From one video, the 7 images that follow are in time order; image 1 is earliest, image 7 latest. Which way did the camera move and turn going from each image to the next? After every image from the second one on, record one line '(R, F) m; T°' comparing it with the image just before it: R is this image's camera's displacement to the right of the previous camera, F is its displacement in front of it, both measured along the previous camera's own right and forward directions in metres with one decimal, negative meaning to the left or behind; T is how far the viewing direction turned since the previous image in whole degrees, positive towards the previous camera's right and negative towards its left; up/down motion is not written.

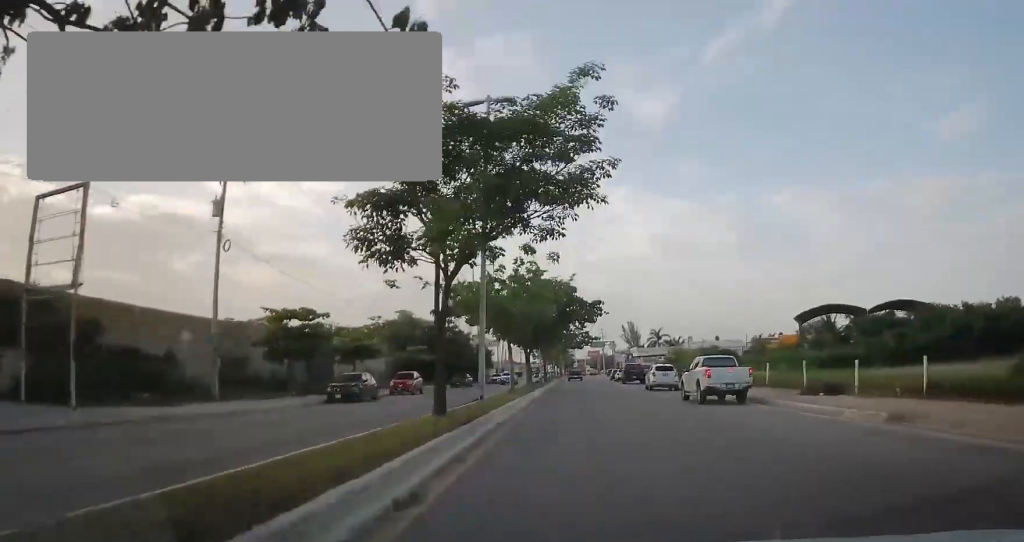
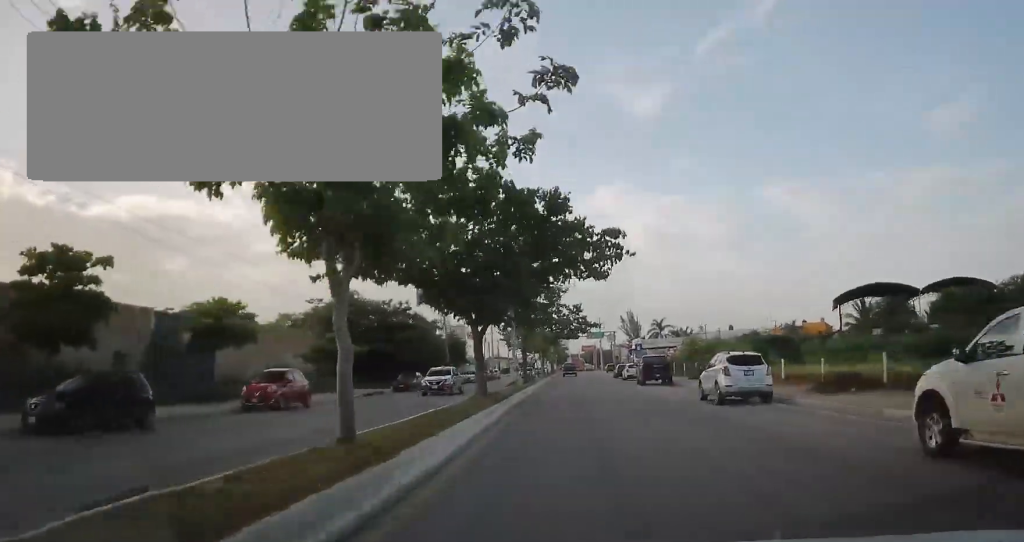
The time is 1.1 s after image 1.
(-0.6, +18.7) m; -1°
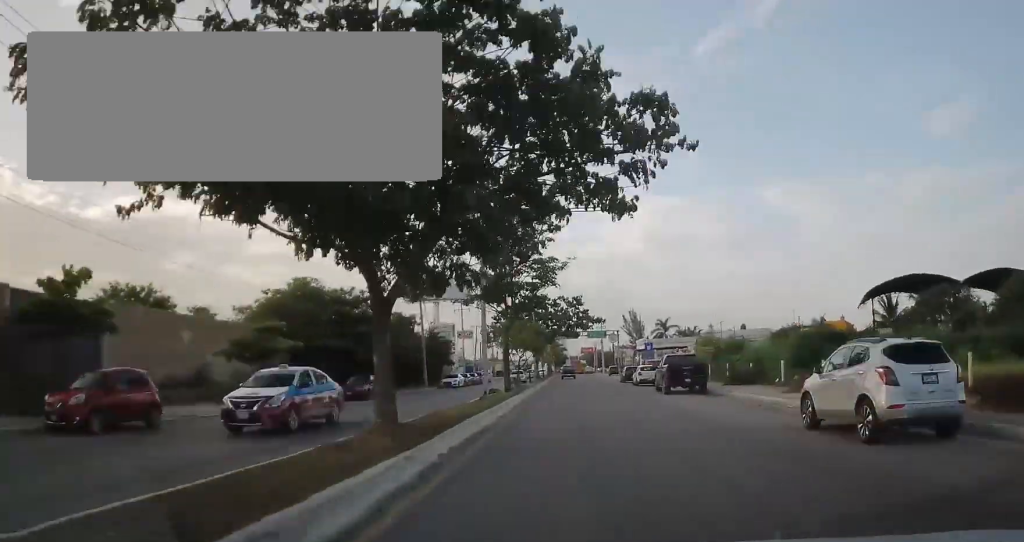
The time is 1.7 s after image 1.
(+0.2, +10.3) m; +1°
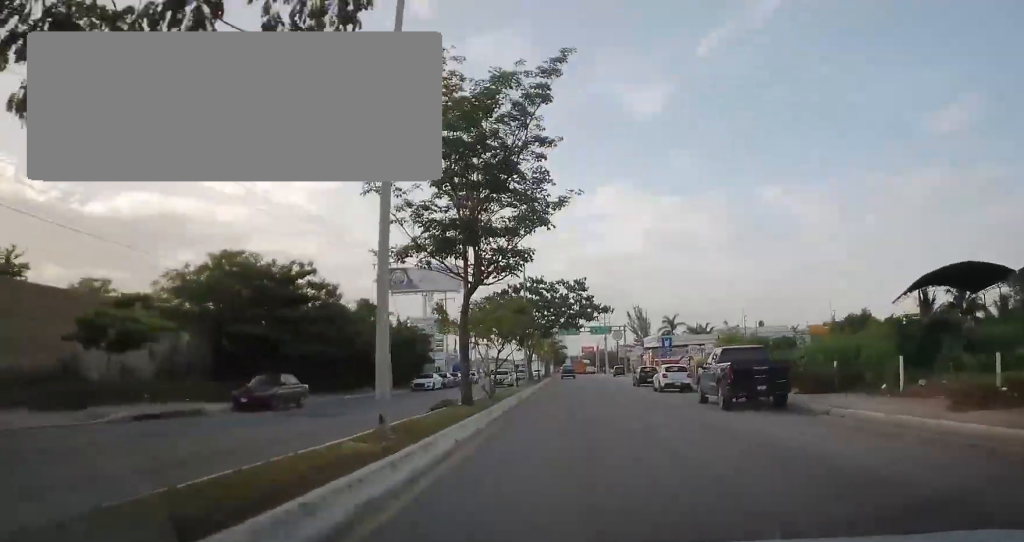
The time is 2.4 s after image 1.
(0.0, +11.1) m; 0°
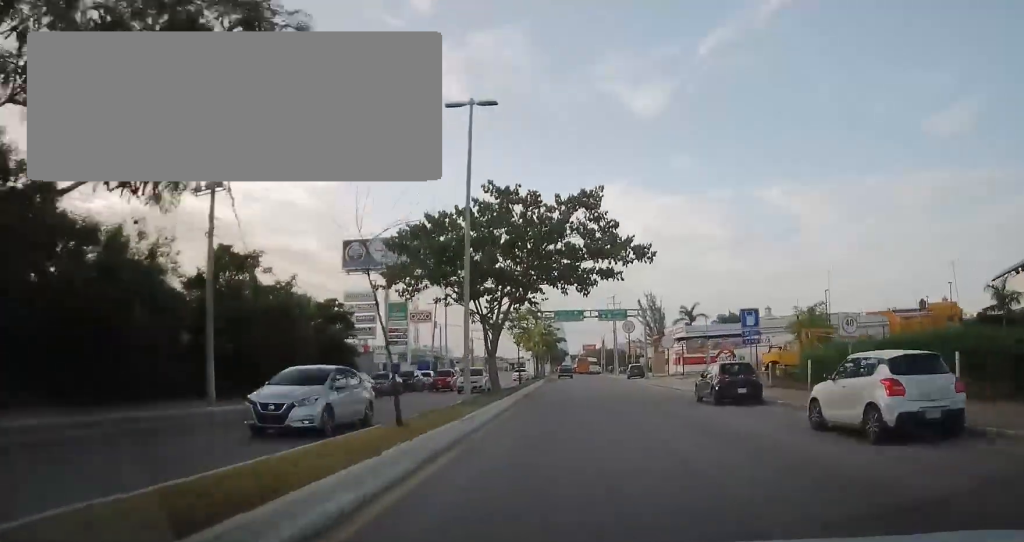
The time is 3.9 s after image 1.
(0.0, +23.5) m; 0°
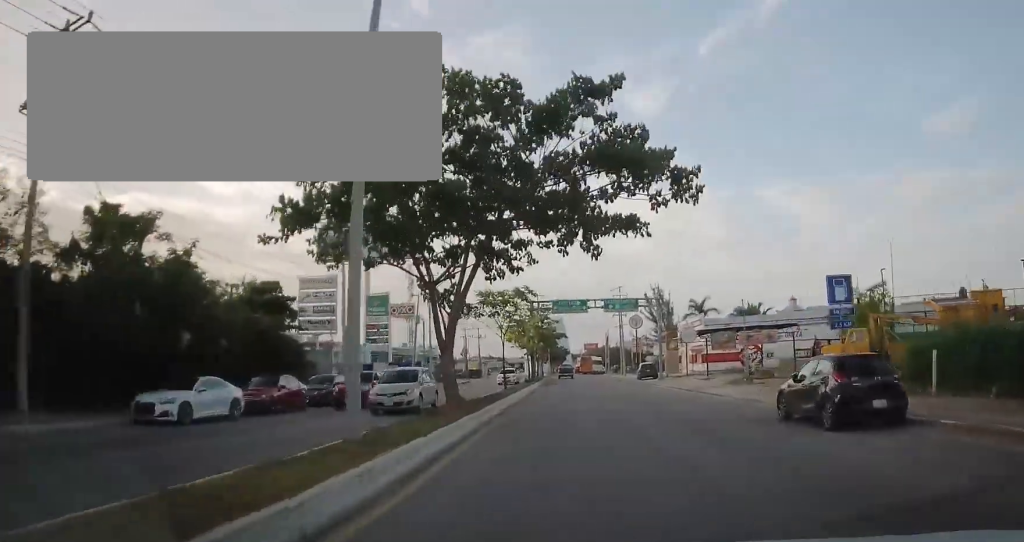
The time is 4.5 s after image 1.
(0.0, +9.4) m; 0°
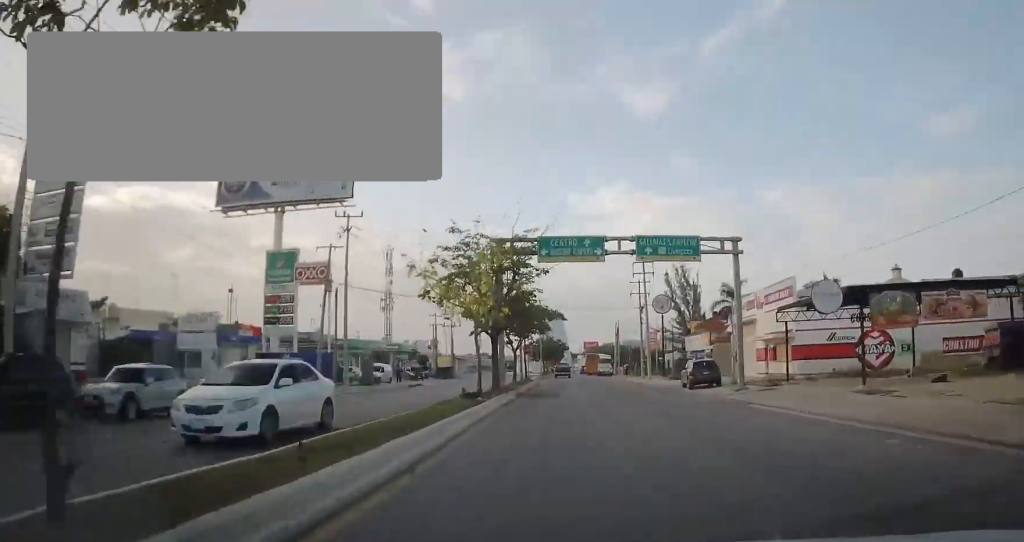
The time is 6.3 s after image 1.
(-0.5, +25.7) m; -2°
